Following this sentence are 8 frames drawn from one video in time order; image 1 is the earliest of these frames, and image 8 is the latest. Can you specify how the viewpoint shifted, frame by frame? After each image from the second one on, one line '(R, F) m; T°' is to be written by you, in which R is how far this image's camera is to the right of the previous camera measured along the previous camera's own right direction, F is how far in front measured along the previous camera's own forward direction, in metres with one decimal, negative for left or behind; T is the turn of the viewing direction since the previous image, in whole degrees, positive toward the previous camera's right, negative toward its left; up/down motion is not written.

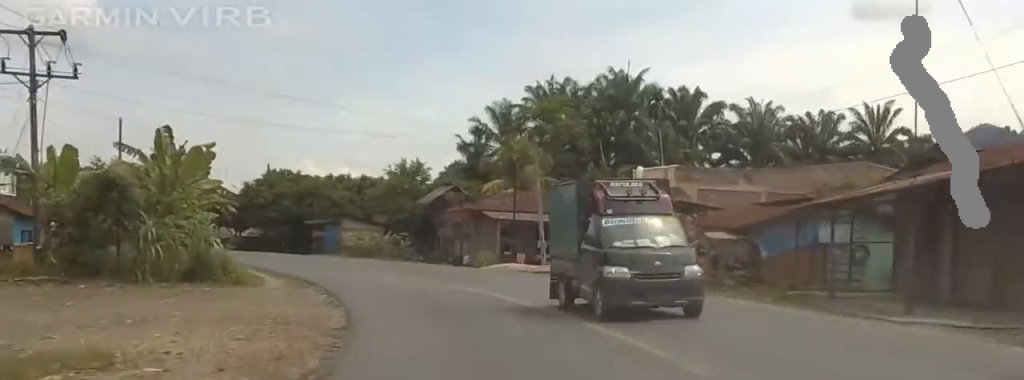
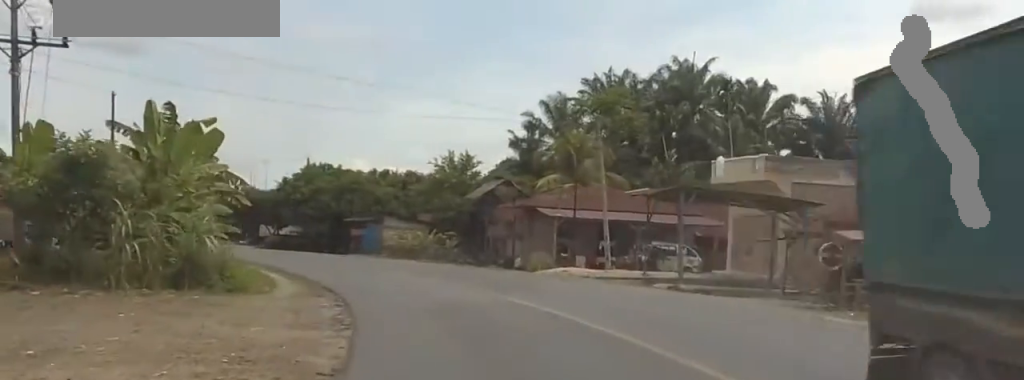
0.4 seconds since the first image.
(0.0, +6.1) m; 0°
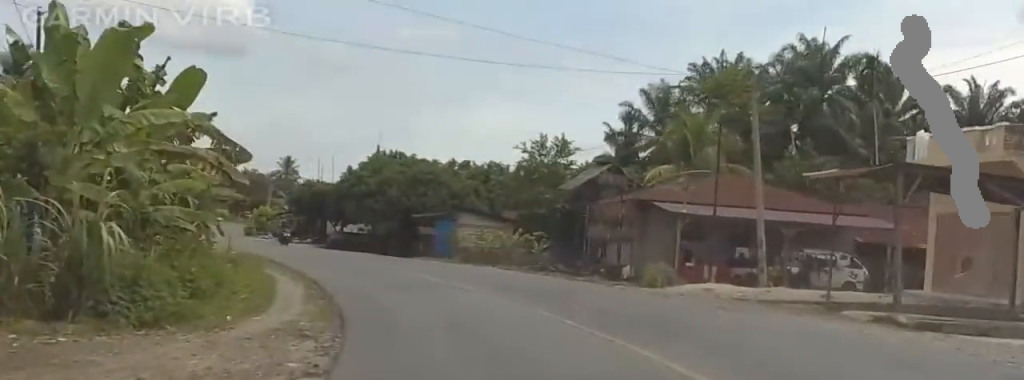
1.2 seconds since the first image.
(0.0, +11.2) m; 0°
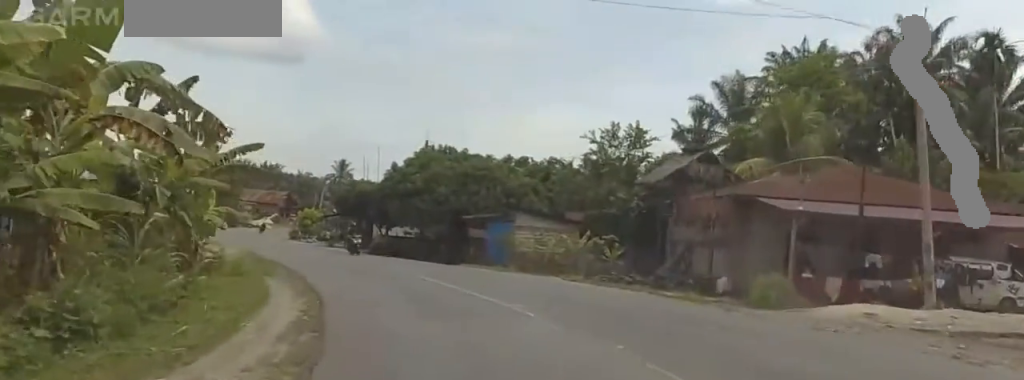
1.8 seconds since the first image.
(0.0, +7.3) m; +1°
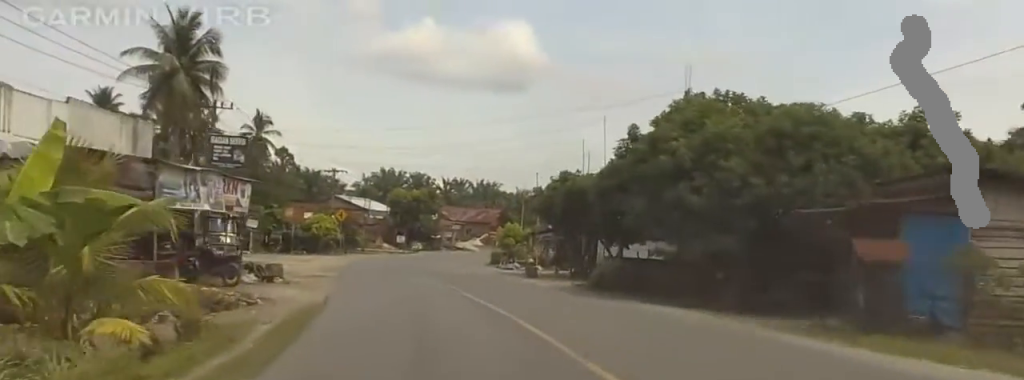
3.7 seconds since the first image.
(+0.6, +27.7) m; +1°
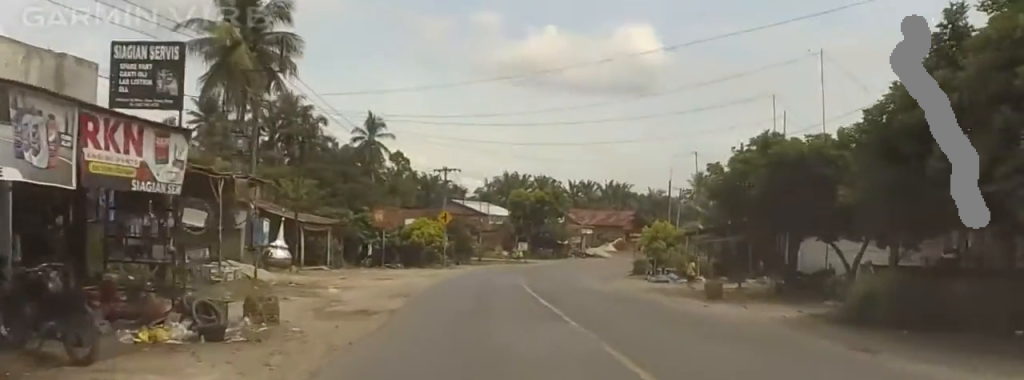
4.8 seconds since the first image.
(-0.2, +16.6) m; 0°
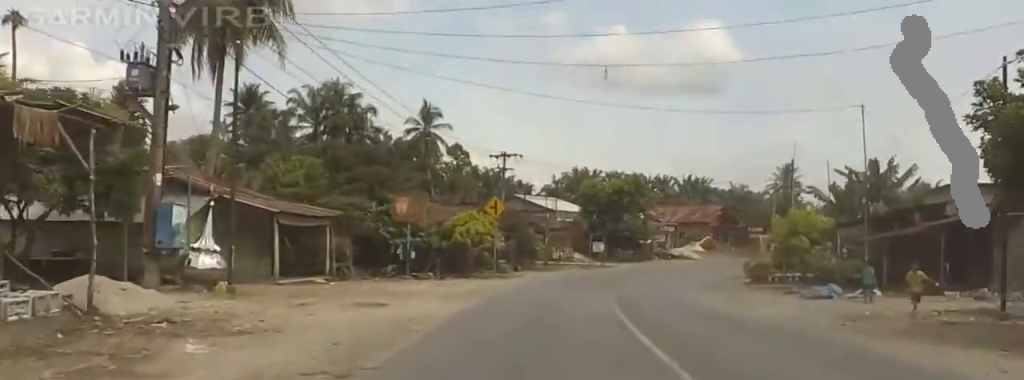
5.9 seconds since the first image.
(+0.4, +16.9) m; -3°
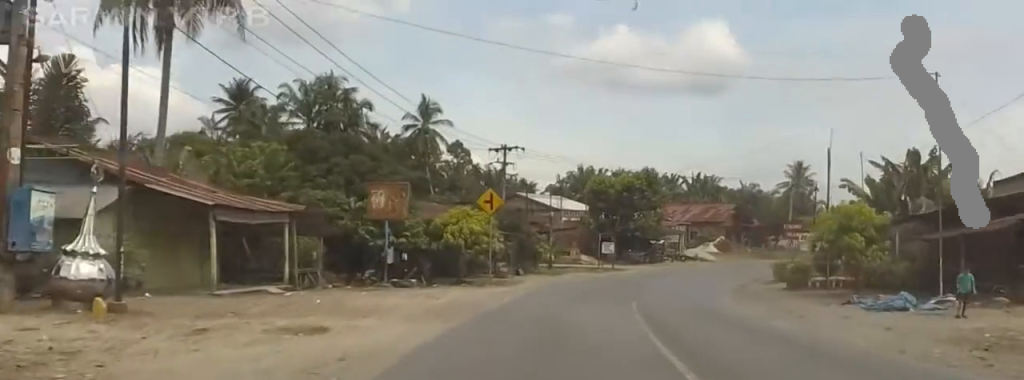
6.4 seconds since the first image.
(-0.1, +6.6) m; -2°
